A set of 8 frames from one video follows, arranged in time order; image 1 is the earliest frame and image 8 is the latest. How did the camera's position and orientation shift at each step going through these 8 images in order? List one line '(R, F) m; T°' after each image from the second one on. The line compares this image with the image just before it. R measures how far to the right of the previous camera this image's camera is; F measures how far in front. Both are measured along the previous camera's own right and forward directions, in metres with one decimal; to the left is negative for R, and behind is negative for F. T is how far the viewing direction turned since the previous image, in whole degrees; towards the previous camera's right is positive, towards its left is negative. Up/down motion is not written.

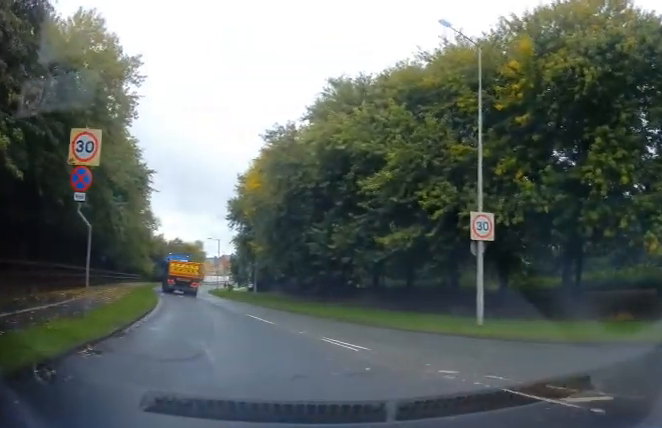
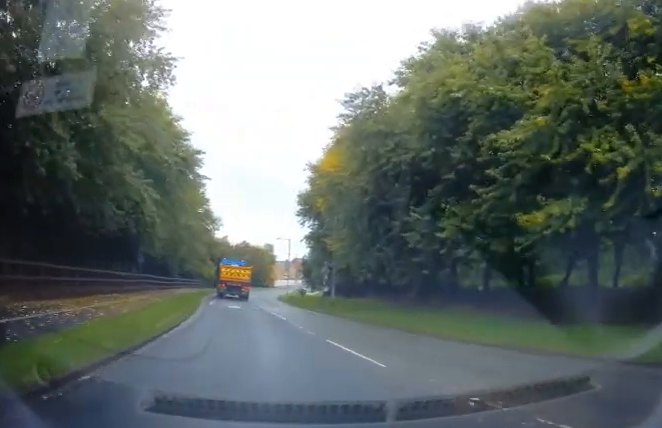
(-0.7, +7.8) m; -9°
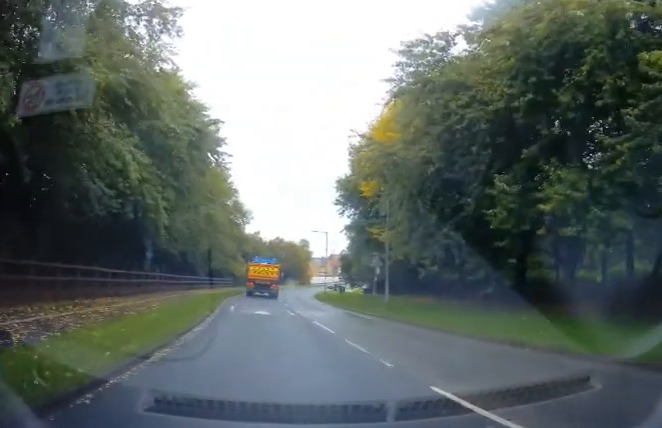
(-0.2, +6.0) m; -5°
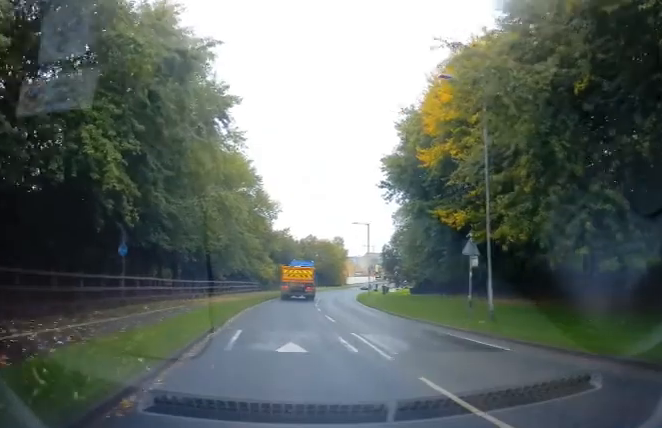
(-0.6, +8.9) m; -4°
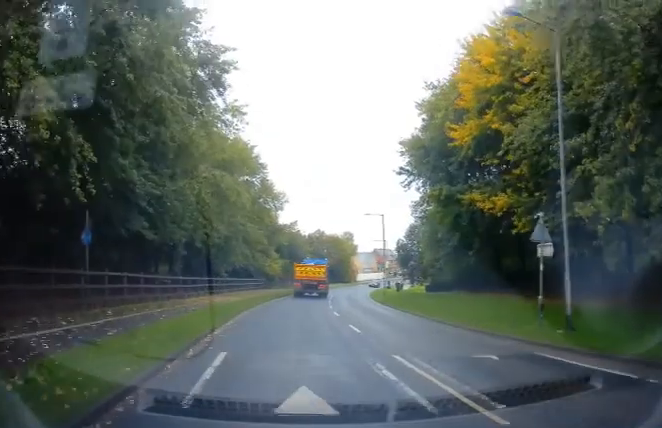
(0.0, +4.1) m; +2°
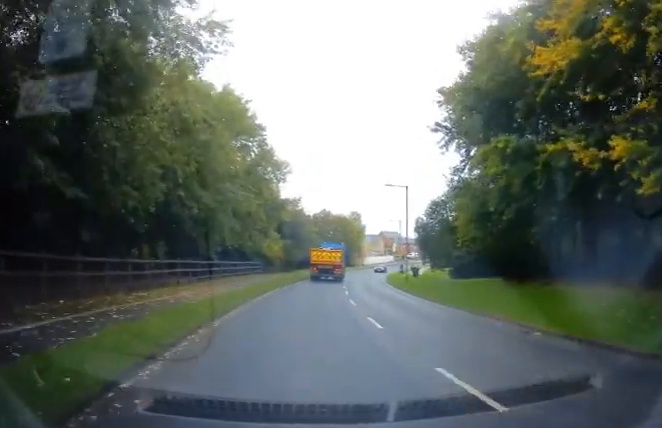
(+0.3, +8.0) m; +2°
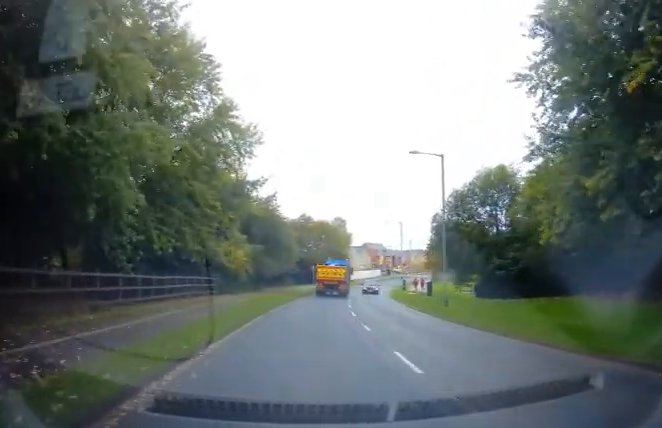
(0.0, +15.4) m; +2°
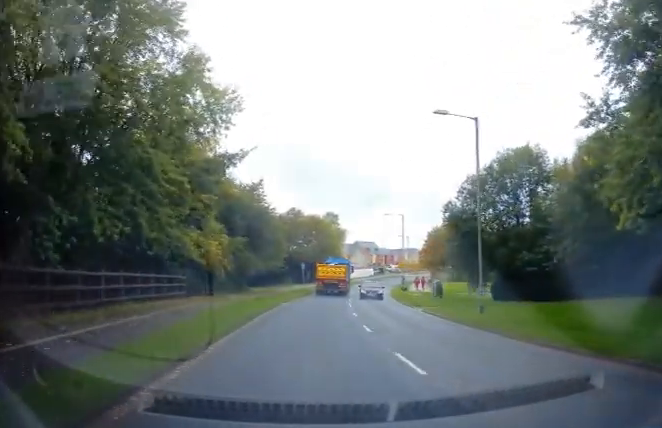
(+0.2, +6.2) m; +3°
